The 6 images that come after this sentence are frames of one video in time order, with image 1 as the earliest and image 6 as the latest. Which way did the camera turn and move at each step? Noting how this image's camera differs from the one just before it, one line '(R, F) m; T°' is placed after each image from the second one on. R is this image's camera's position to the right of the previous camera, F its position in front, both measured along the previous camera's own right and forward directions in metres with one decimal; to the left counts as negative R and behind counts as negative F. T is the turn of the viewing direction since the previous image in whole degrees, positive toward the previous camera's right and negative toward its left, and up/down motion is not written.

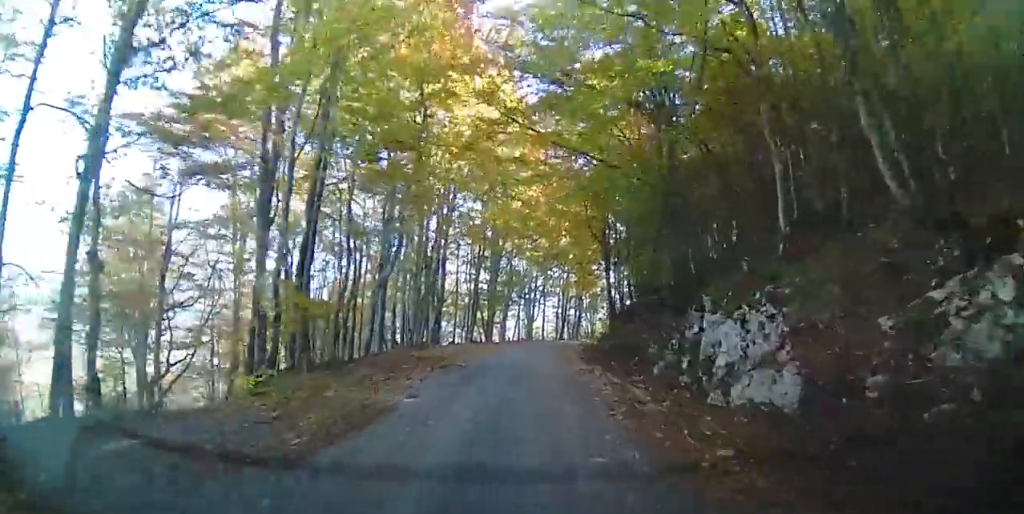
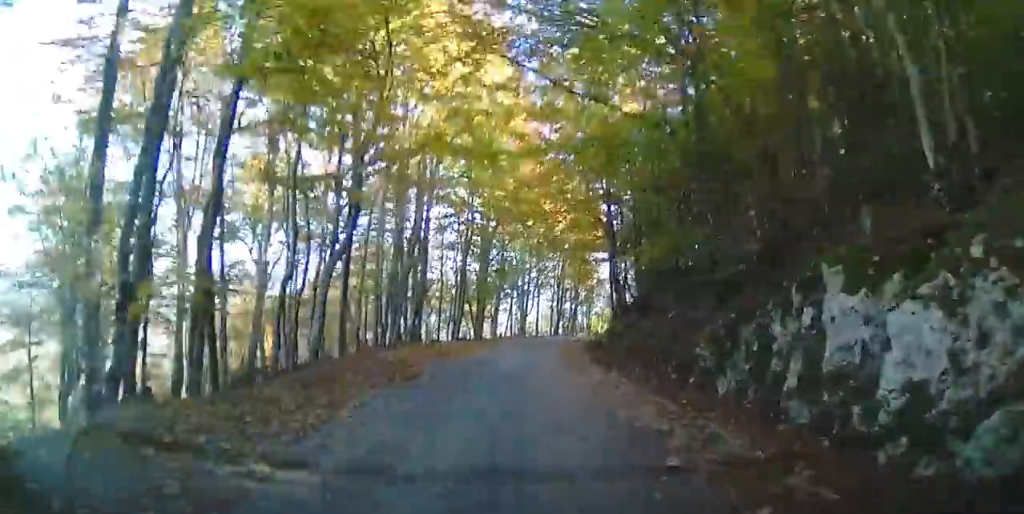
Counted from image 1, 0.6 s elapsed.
(+0.2, +5.4) m; 0°
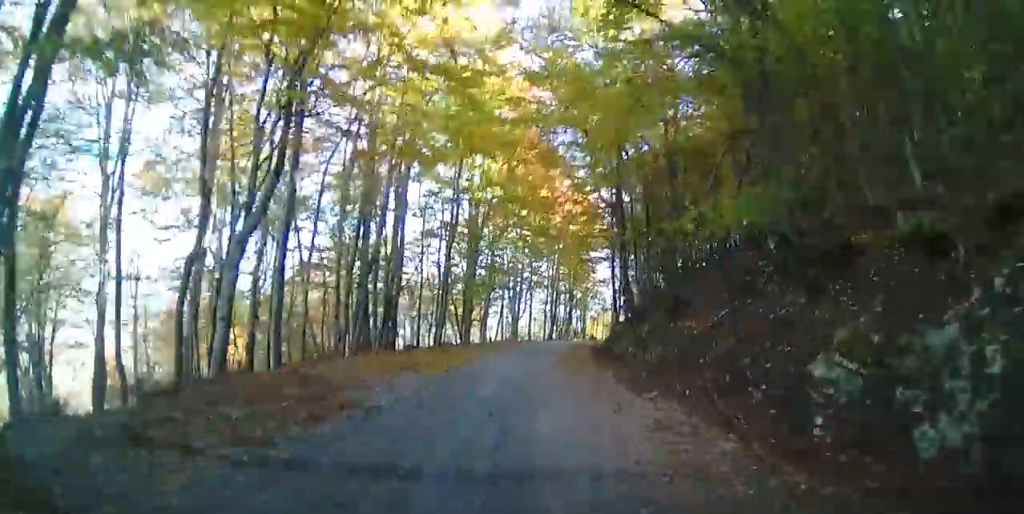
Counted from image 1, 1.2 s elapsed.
(+0.3, +5.7) m; 0°
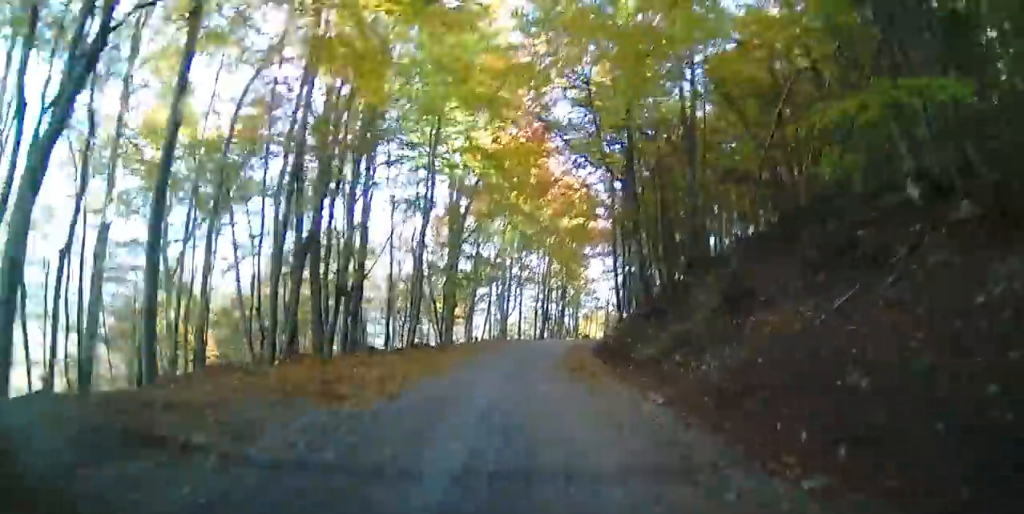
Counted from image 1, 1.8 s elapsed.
(-0.3, +6.4) m; -2°
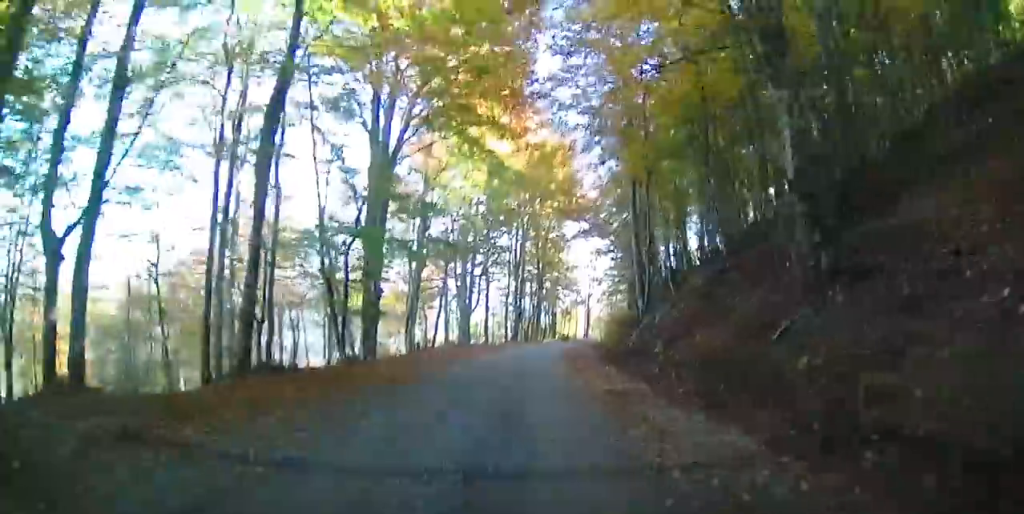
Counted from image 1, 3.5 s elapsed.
(0.0, +16.9) m; +2°
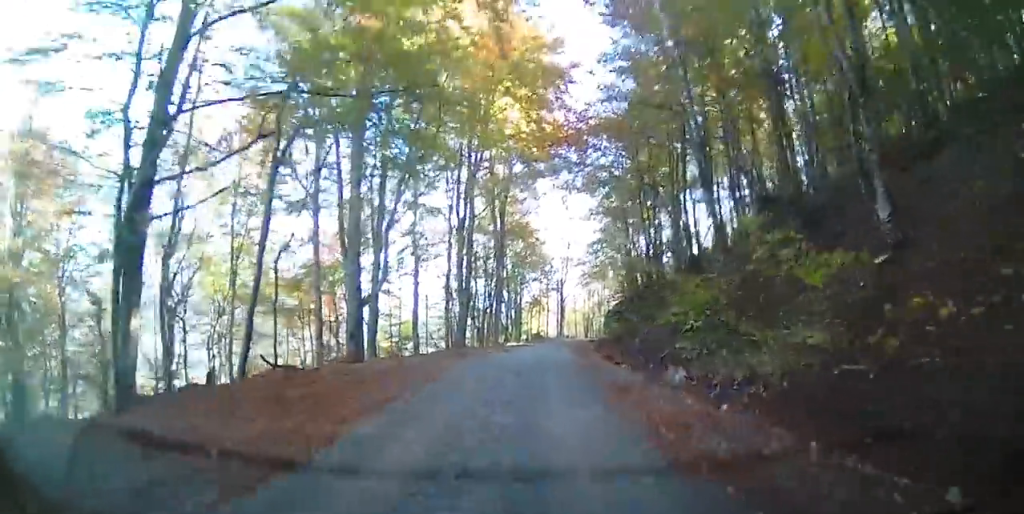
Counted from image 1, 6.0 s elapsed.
(-0.6, +25.7) m; +2°
